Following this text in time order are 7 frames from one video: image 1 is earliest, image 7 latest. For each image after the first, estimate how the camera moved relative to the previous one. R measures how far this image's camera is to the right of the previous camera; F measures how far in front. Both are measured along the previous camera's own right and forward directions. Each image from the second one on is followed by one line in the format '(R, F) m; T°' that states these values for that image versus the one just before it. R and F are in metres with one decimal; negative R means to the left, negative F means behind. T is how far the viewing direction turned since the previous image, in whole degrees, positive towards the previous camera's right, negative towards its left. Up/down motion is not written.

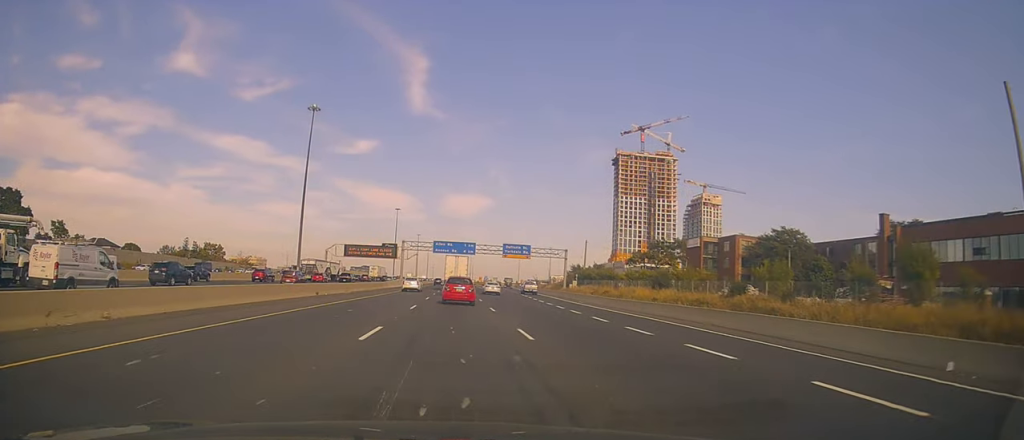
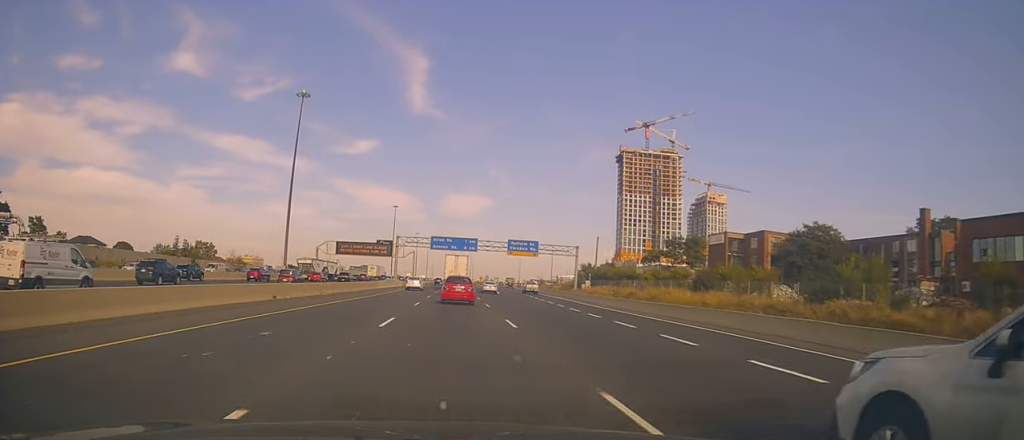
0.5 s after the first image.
(-0.2, +9.7) m; 0°
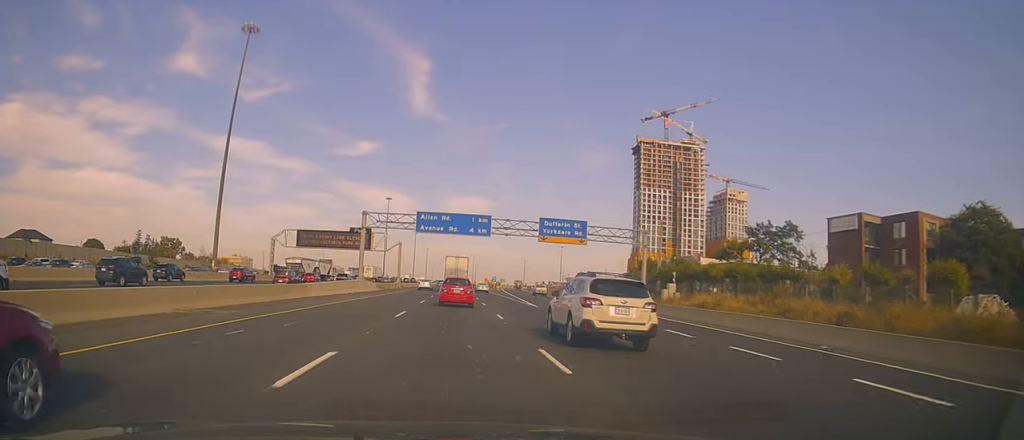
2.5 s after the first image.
(+0.9, +33.7) m; 0°
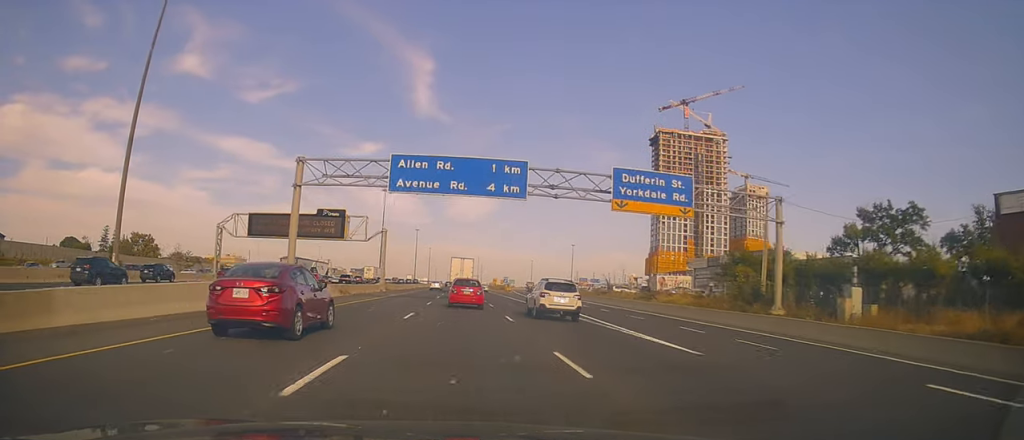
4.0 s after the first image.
(-0.7, +25.2) m; -1°
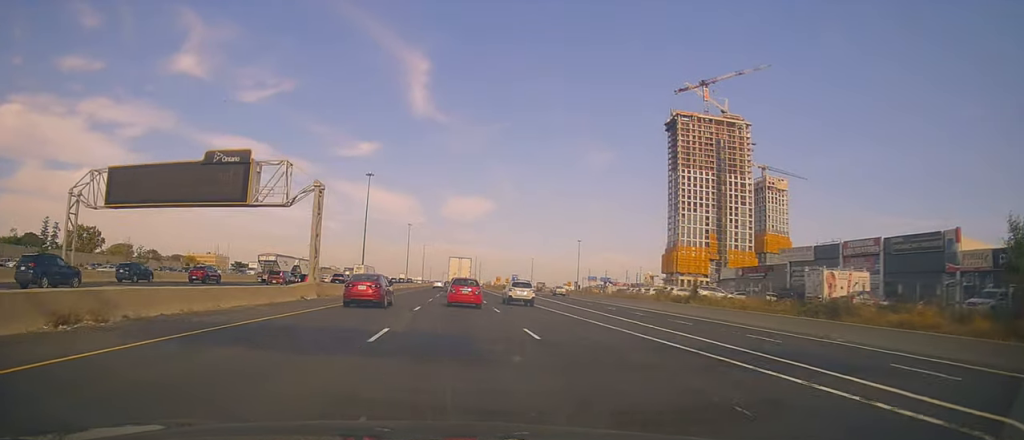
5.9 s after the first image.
(+0.8, +31.6) m; +2°
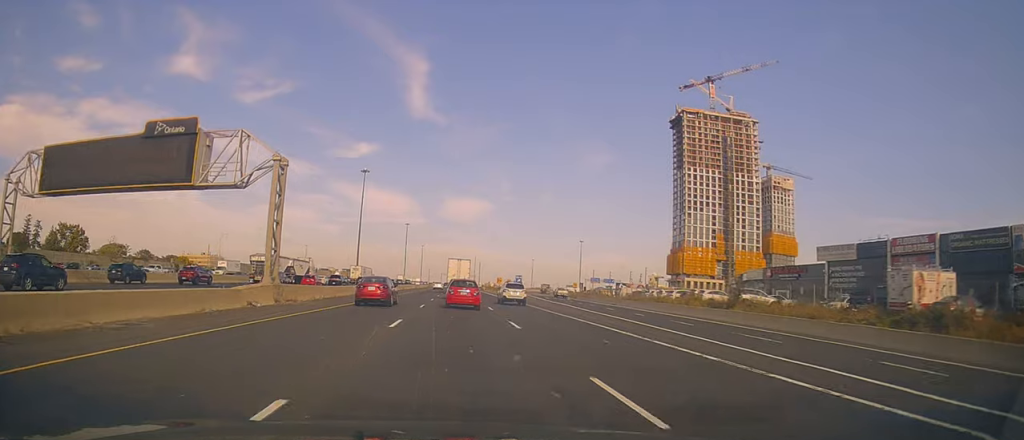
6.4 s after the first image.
(+0.1, +8.4) m; -1°
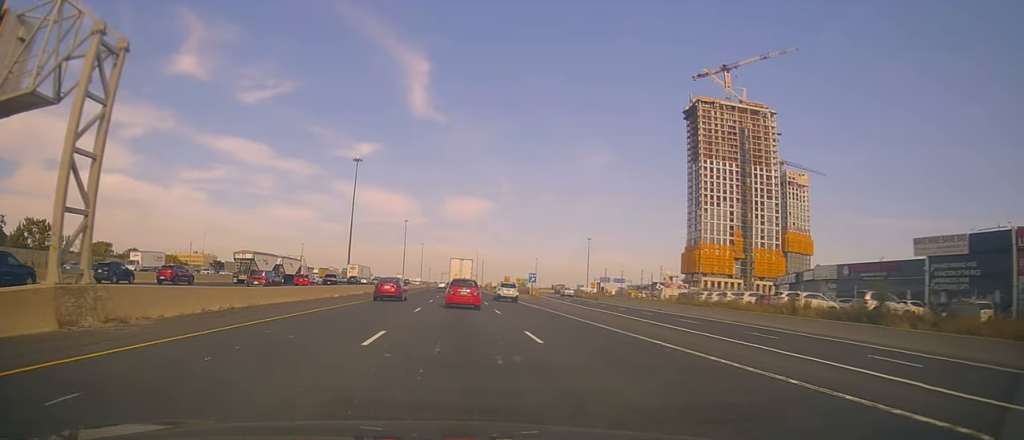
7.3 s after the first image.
(-0.4, +16.2) m; -1°
